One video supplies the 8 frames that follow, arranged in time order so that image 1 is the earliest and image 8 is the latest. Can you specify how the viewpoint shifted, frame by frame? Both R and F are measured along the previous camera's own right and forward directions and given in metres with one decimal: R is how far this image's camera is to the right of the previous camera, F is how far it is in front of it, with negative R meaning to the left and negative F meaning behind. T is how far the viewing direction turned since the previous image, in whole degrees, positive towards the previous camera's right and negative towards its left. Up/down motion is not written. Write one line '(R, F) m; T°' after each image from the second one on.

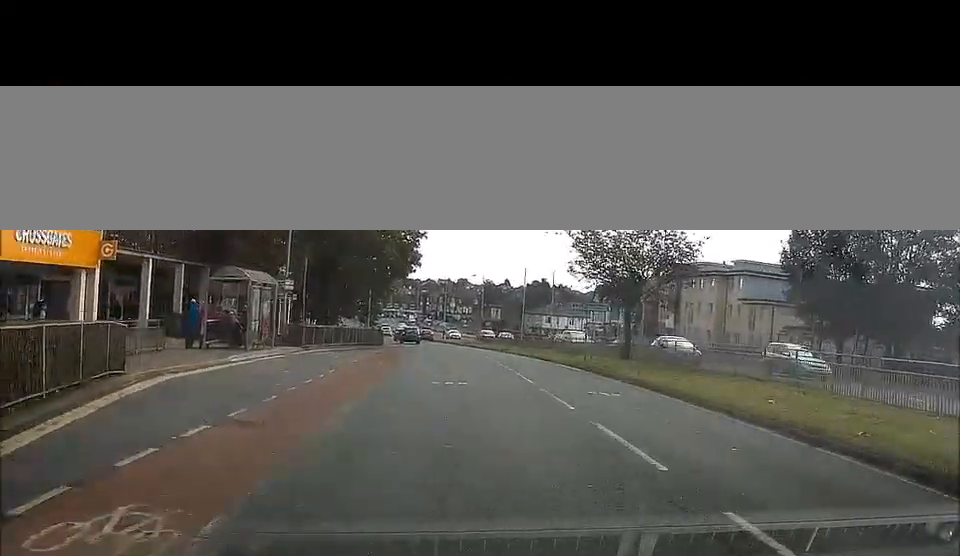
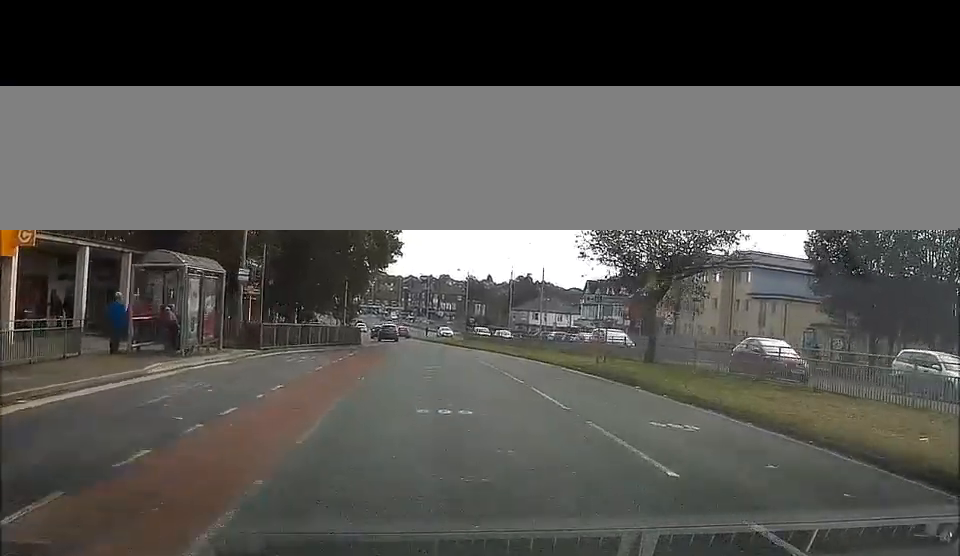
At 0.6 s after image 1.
(0.0, +6.1) m; +1°
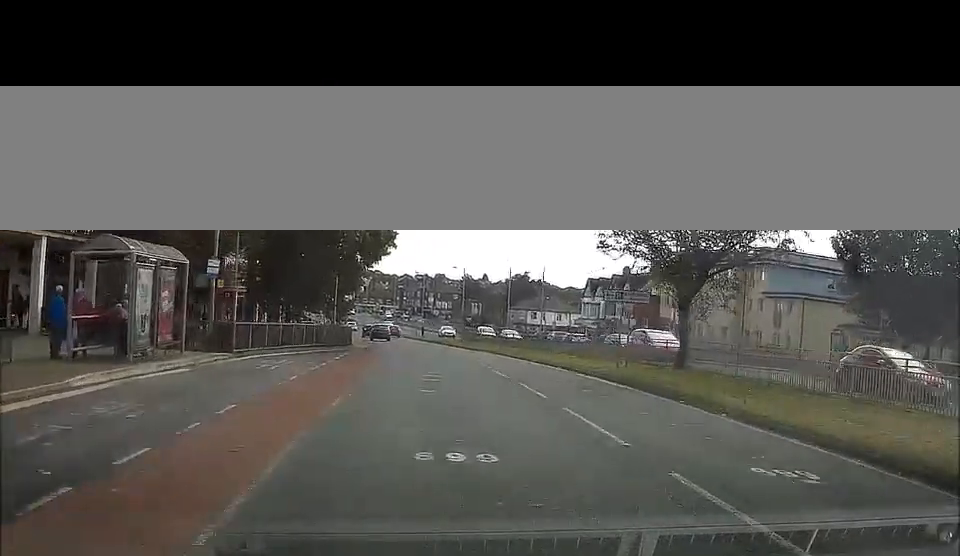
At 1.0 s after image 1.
(+0.1, +4.0) m; +1°
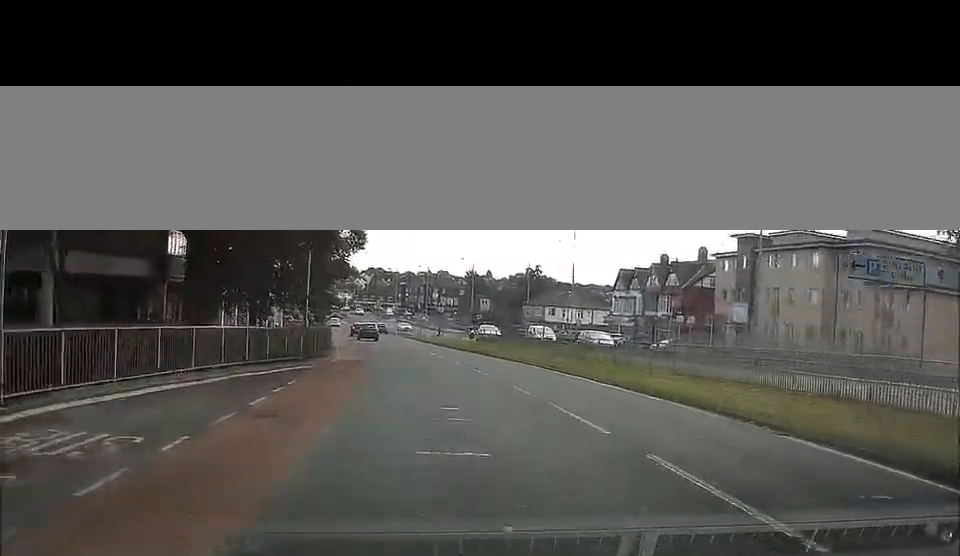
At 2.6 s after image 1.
(+0.5, +15.7) m; +3°
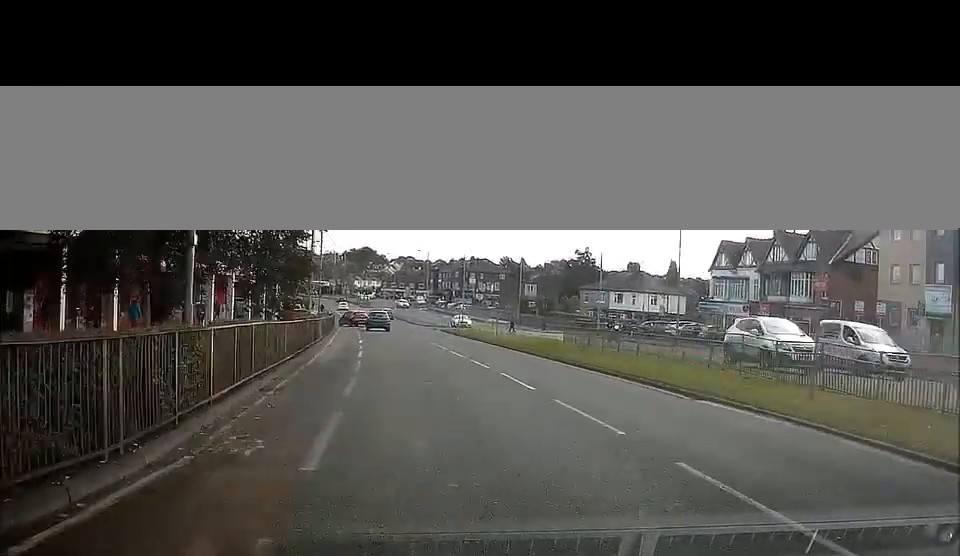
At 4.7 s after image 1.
(-0.3, +23.7) m; -2°
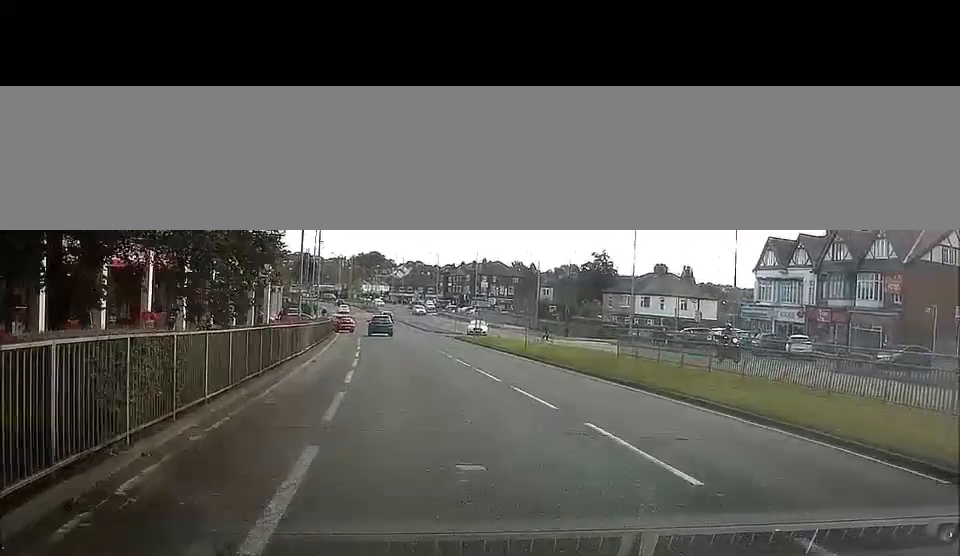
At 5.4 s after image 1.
(+0.1, +8.4) m; 0°
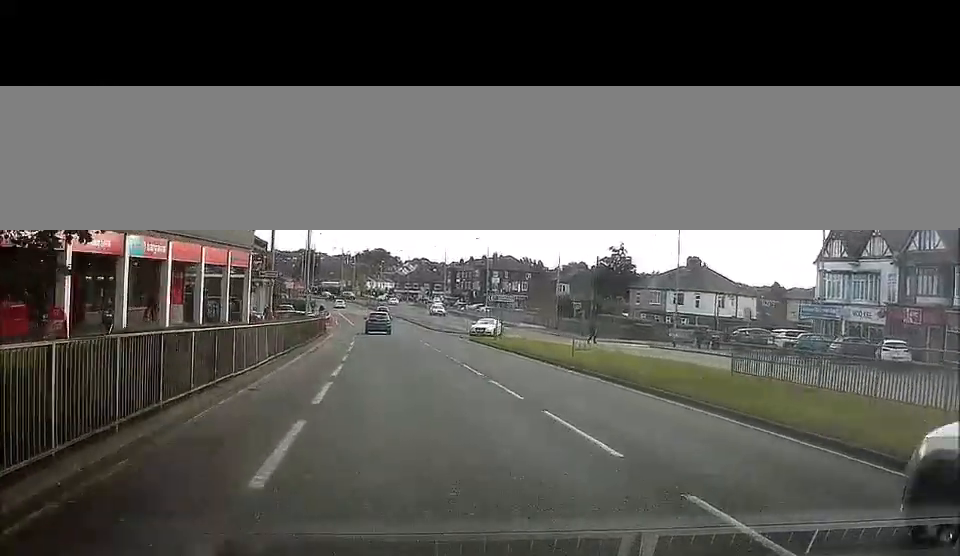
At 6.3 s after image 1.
(-0.1, +9.8) m; -1°
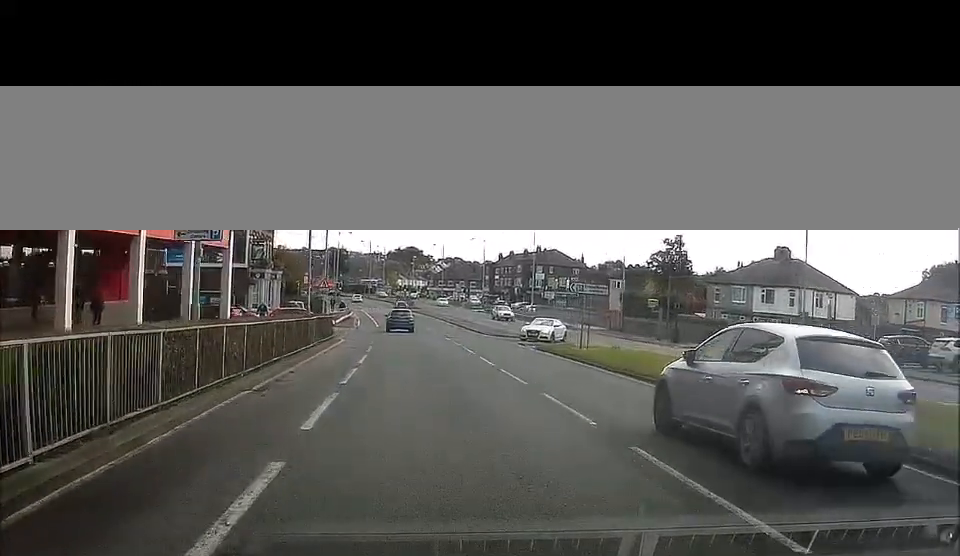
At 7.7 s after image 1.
(-0.1, +15.1) m; -1°
